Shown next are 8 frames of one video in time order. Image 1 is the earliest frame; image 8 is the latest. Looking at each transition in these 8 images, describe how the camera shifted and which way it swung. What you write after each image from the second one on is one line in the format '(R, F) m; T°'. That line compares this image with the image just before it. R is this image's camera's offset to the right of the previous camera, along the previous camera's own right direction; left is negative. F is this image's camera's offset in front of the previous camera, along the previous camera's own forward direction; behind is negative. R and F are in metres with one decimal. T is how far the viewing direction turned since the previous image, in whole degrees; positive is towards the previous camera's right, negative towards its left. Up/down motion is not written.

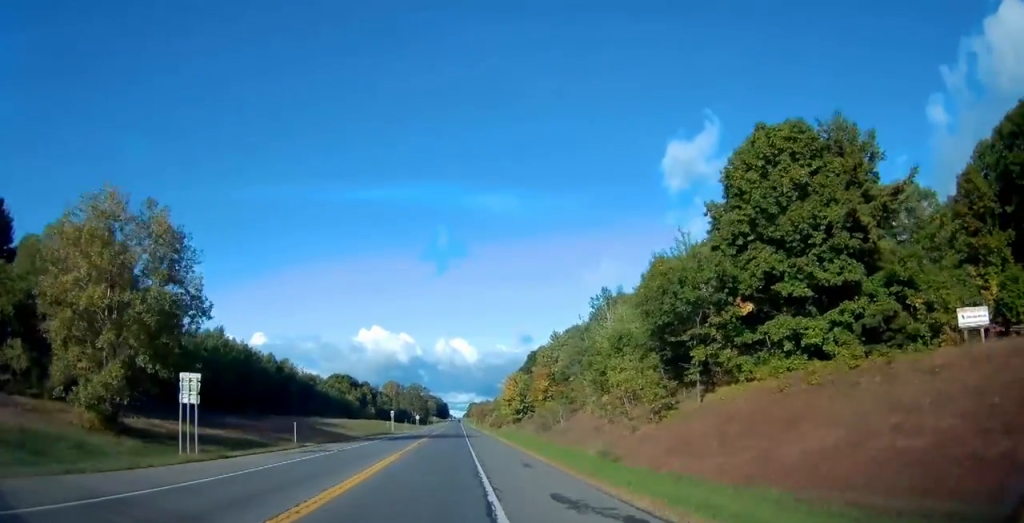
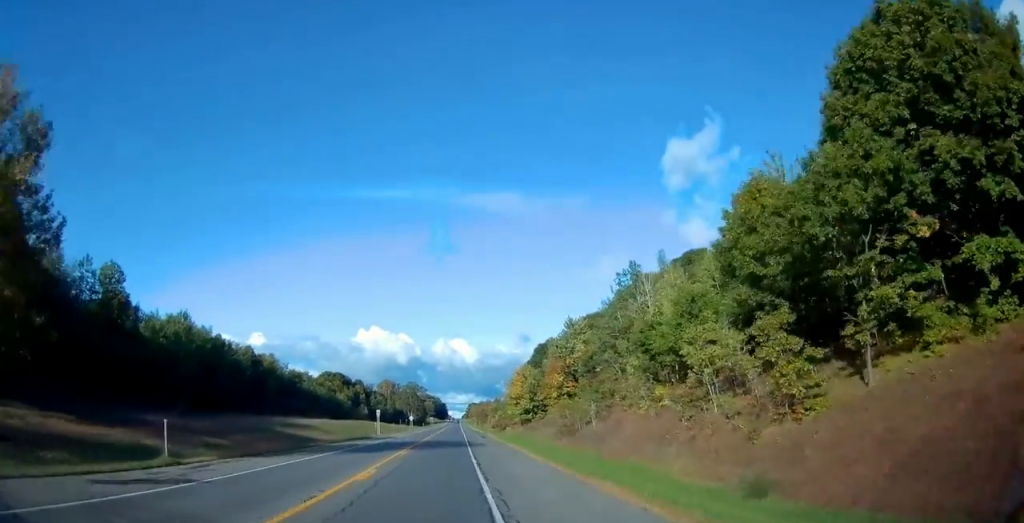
(-0.3, +17.8) m; 0°
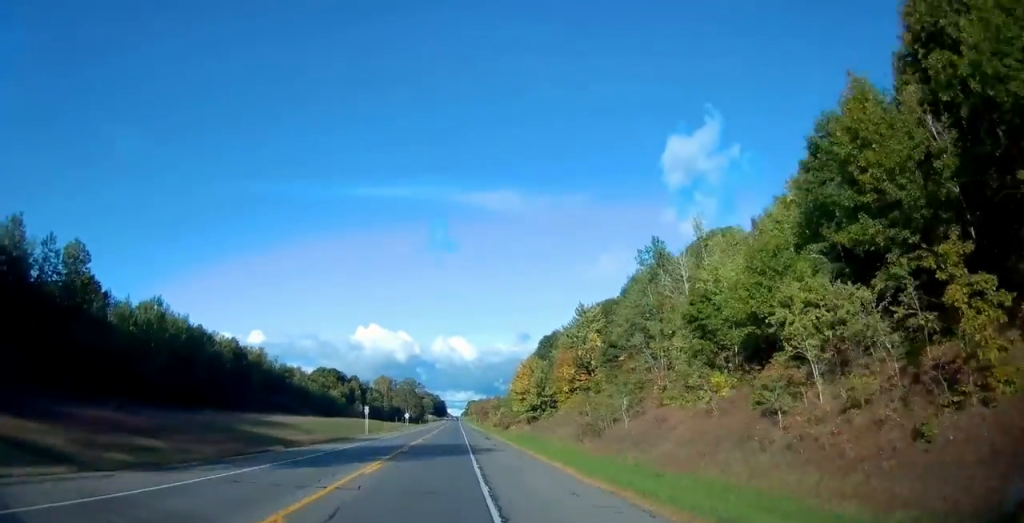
(0.0, +10.5) m; 0°
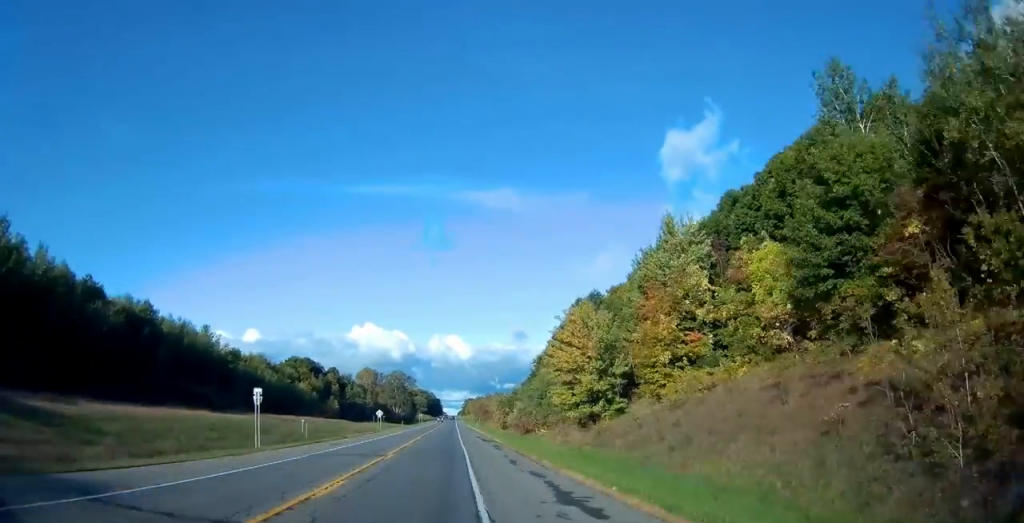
(+0.6, +42.4) m; +1°
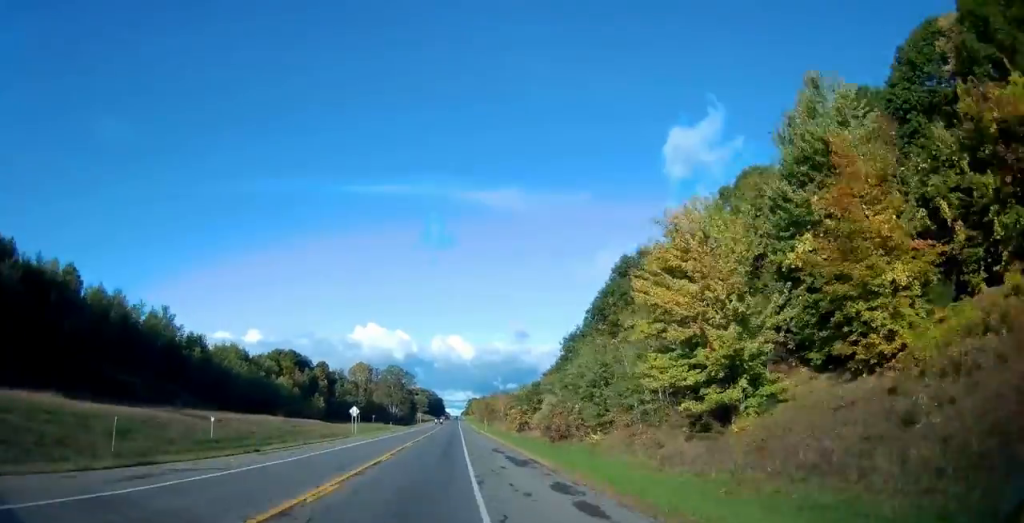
(0.0, +25.3) m; -1°
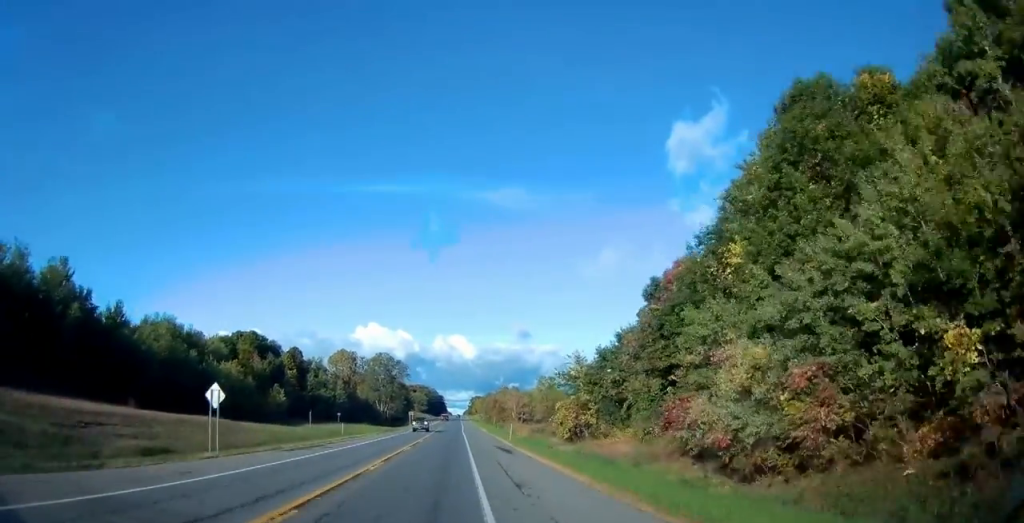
(-0.4, +41.0) m; 0°
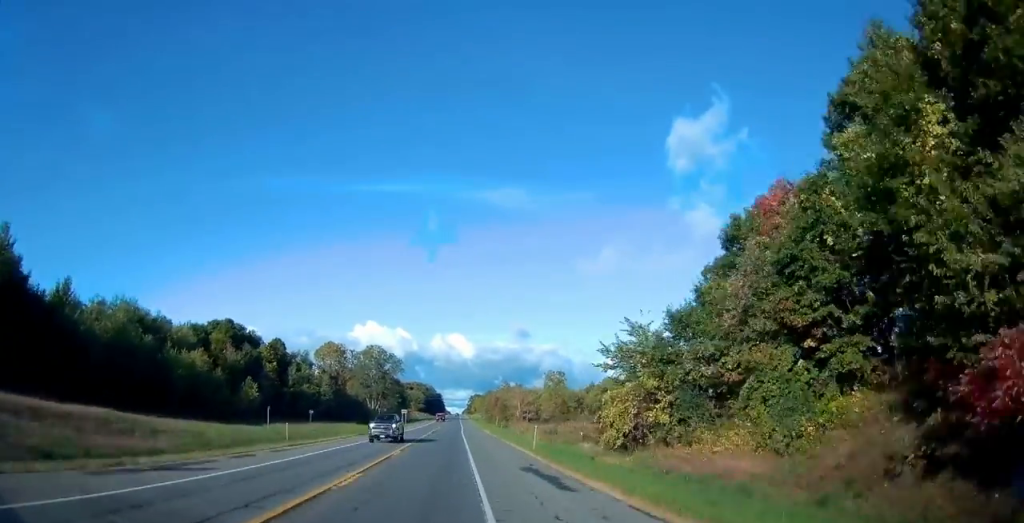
(+0.2, +17.9) m; +1°
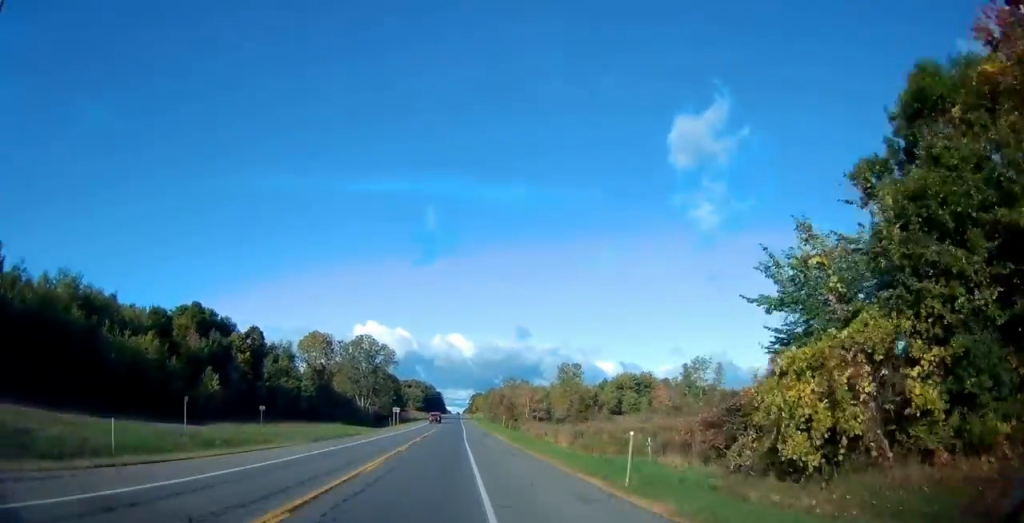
(0.0, +19.7) m; -1°
